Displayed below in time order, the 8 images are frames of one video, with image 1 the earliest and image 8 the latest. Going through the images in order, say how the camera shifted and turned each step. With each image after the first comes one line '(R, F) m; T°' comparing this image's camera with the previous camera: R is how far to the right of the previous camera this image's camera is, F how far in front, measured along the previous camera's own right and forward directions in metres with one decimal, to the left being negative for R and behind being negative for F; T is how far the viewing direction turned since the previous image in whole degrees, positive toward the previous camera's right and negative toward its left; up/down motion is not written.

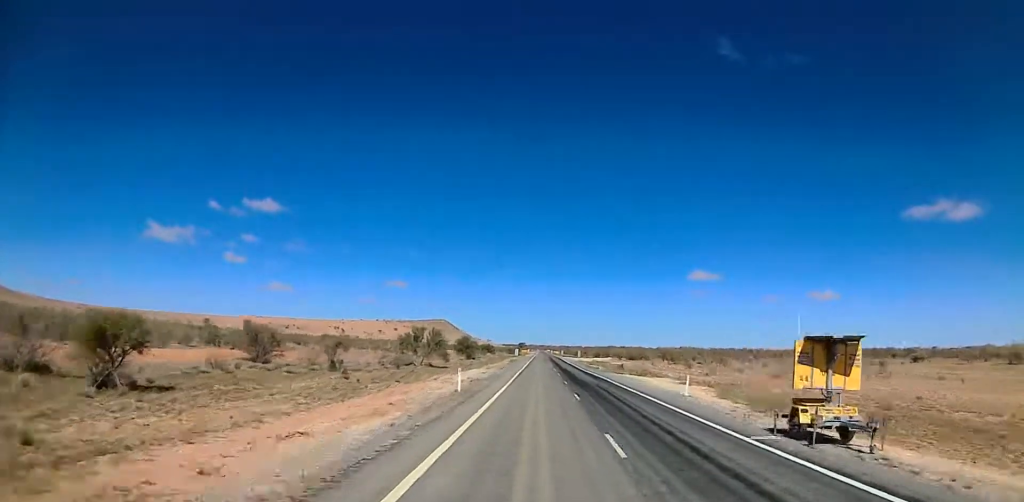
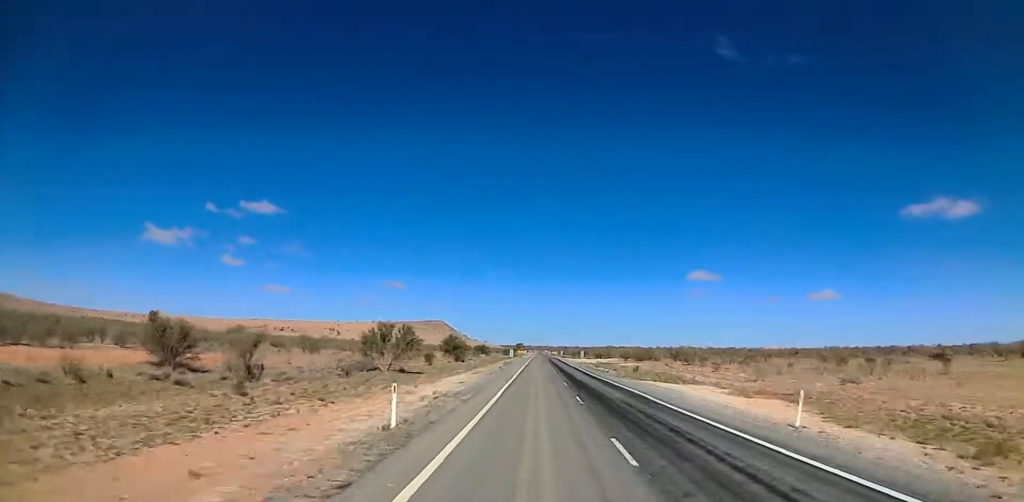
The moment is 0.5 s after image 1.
(-0.6, +12.7) m; 0°
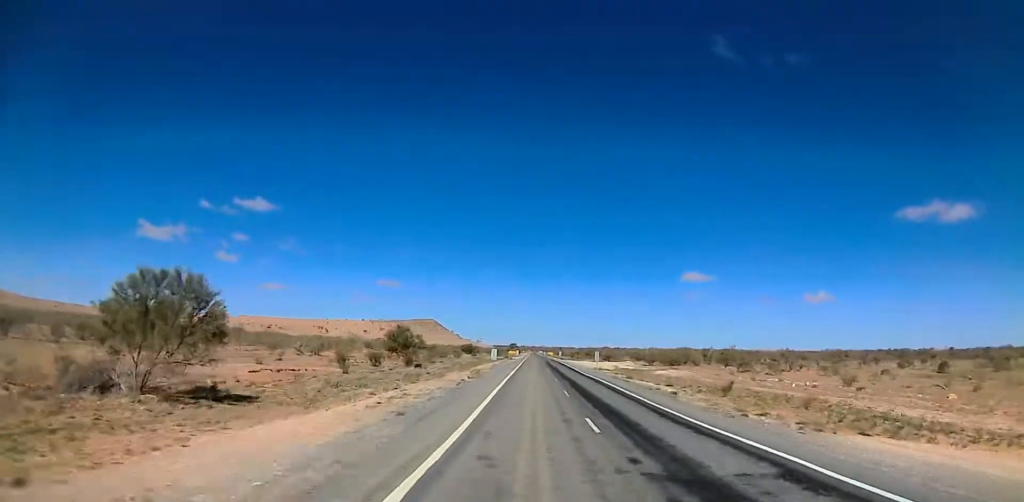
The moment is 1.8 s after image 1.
(+0.3, +31.2) m; 0°
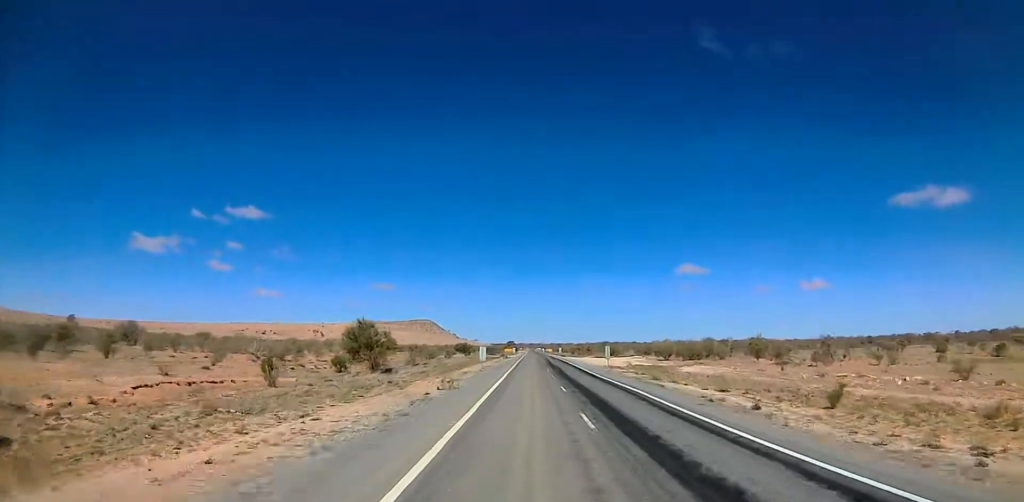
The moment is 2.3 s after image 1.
(-0.1, +12.1) m; 0°
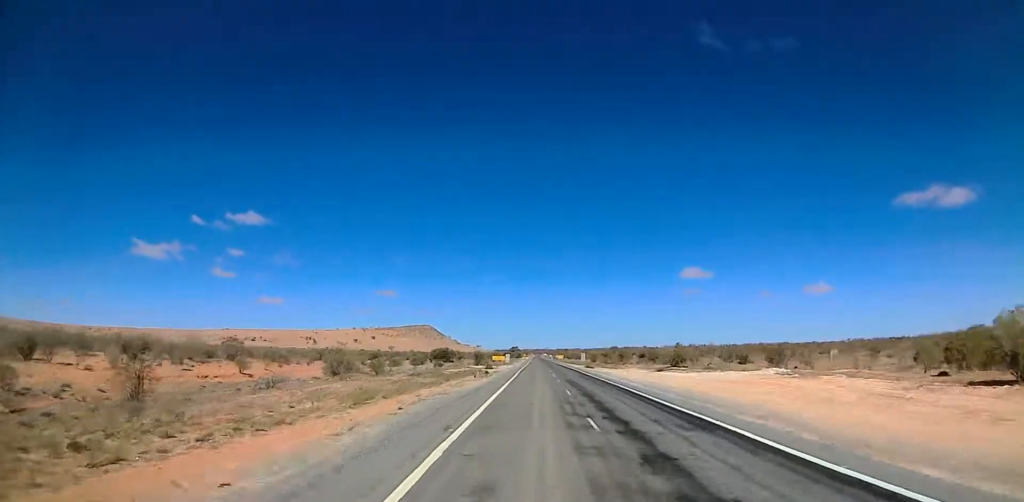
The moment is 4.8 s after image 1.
(-0.5, +59.9) m; 0°
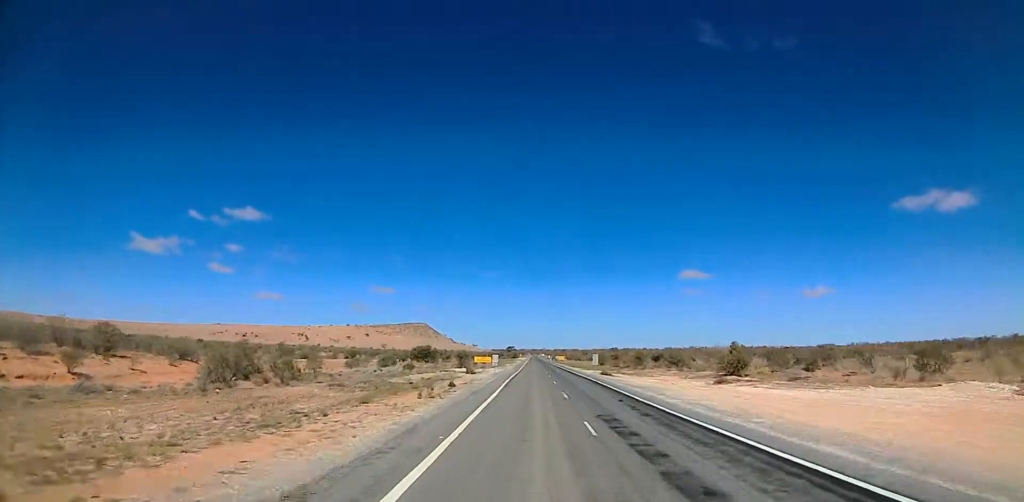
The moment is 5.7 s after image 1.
(+0.5, +24.2) m; 0°
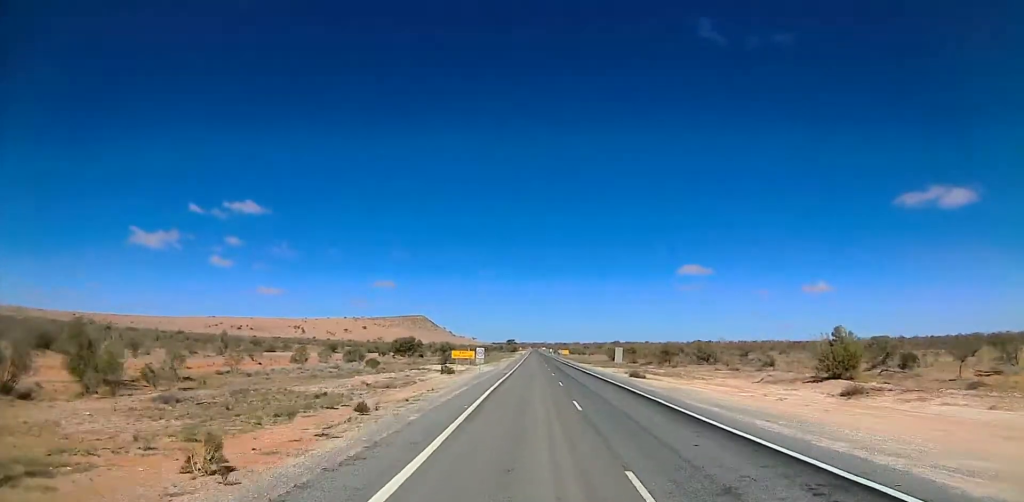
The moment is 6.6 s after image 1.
(-0.2, +20.4) m; 0°
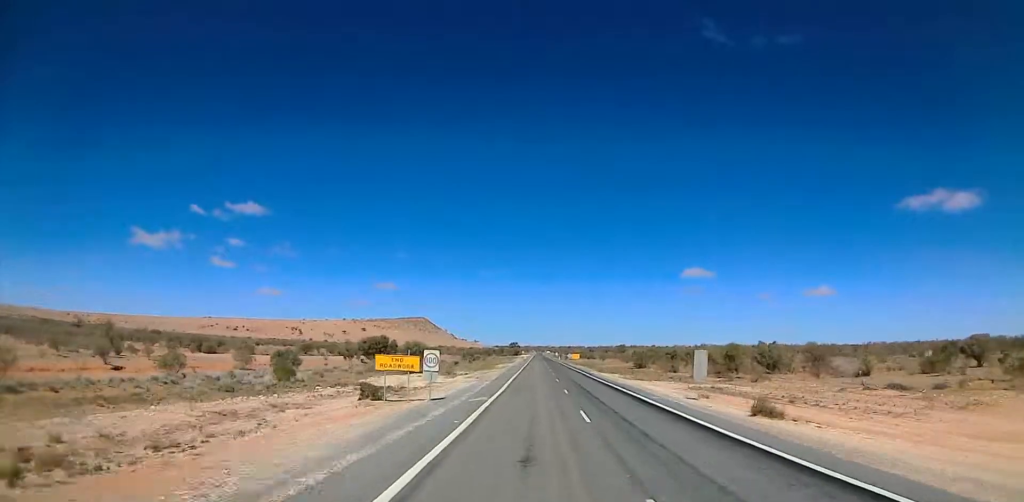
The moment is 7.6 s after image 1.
(0.0, +27.3) m; 0°
